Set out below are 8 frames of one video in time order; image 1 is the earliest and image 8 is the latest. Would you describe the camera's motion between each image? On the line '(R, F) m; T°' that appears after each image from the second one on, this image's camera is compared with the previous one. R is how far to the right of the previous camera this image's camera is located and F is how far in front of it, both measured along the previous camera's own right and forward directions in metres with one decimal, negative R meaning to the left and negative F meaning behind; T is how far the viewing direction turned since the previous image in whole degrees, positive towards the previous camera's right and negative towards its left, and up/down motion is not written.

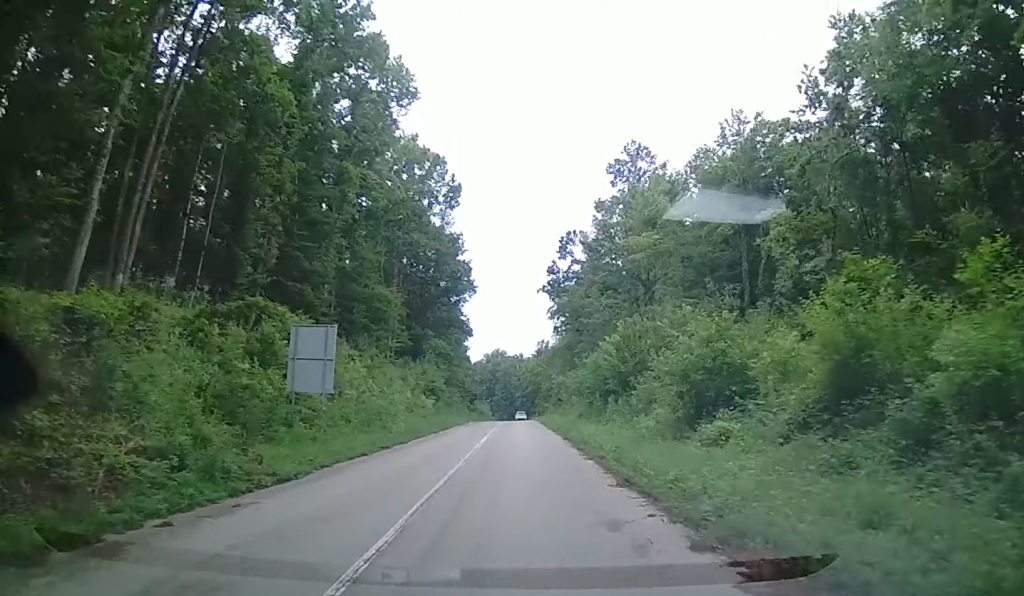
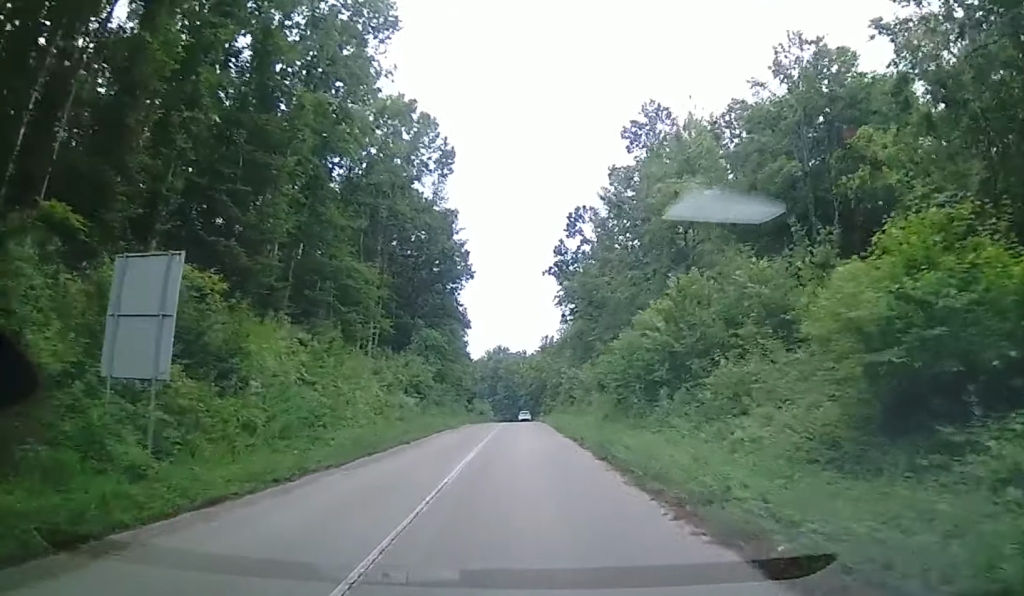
(-0.2, +10.6) m; -1°
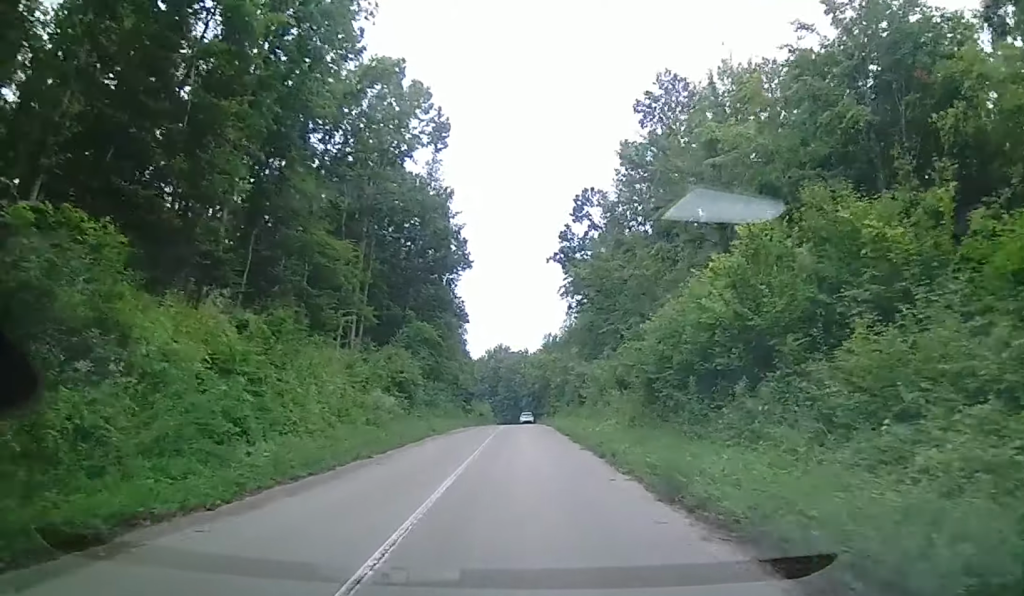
(0.0, +7.1) m; 0°
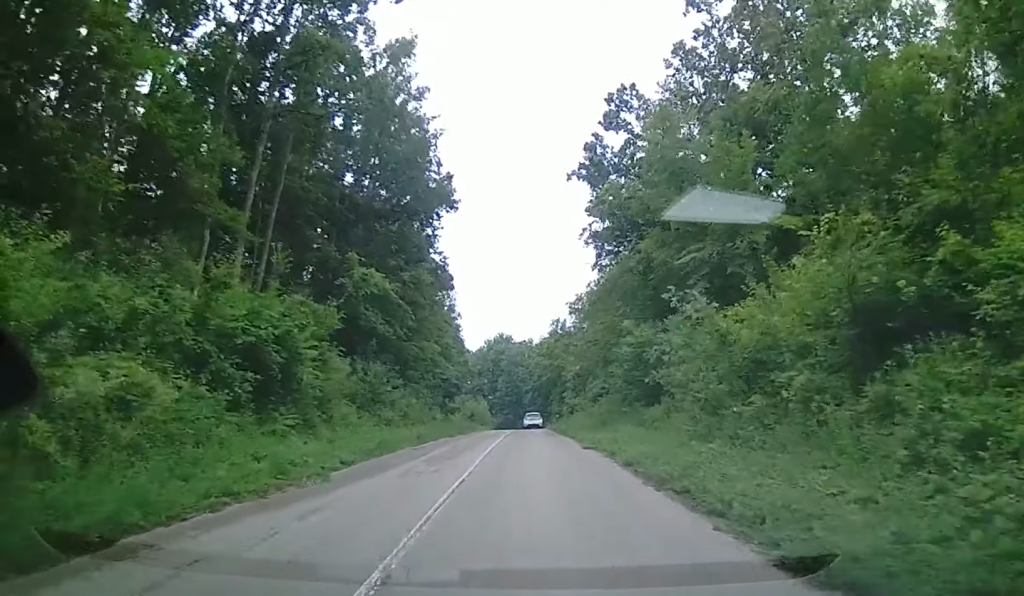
(-0.7, +24.3) m; -3°
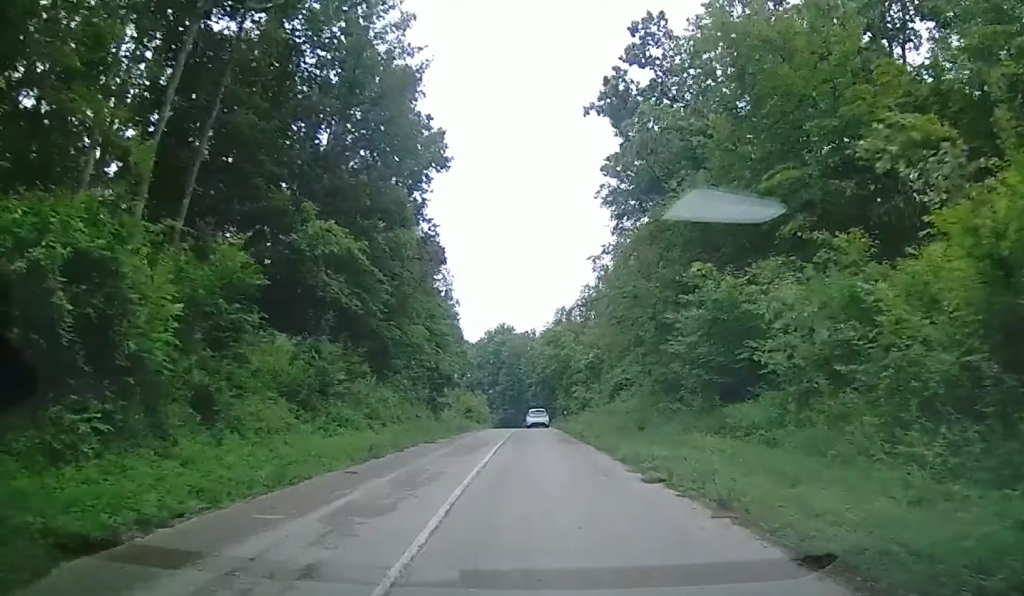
(-0.1, +9.5) m; -1°
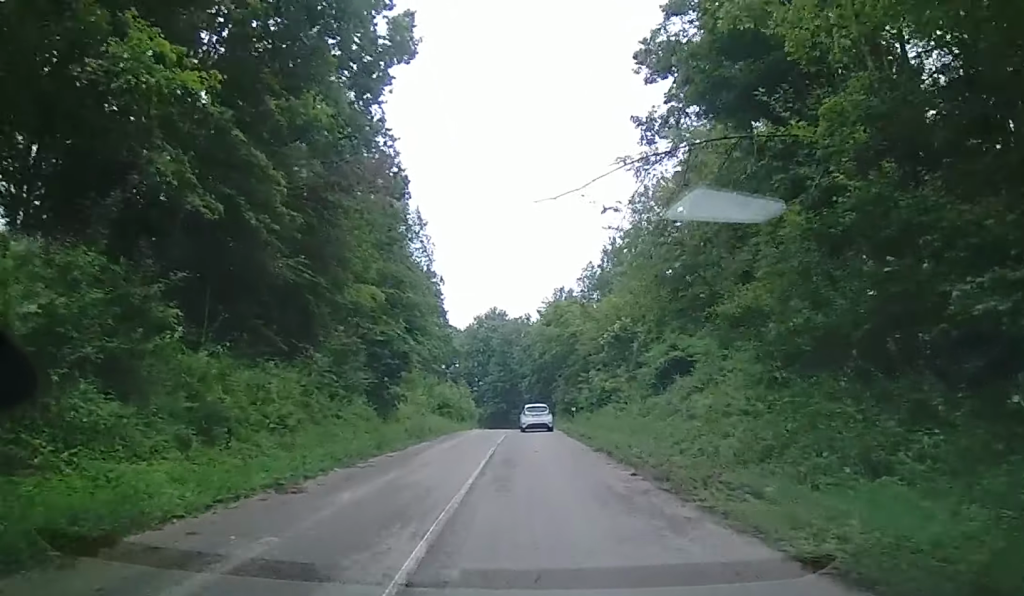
(-0.5, +16.6) m; -3°
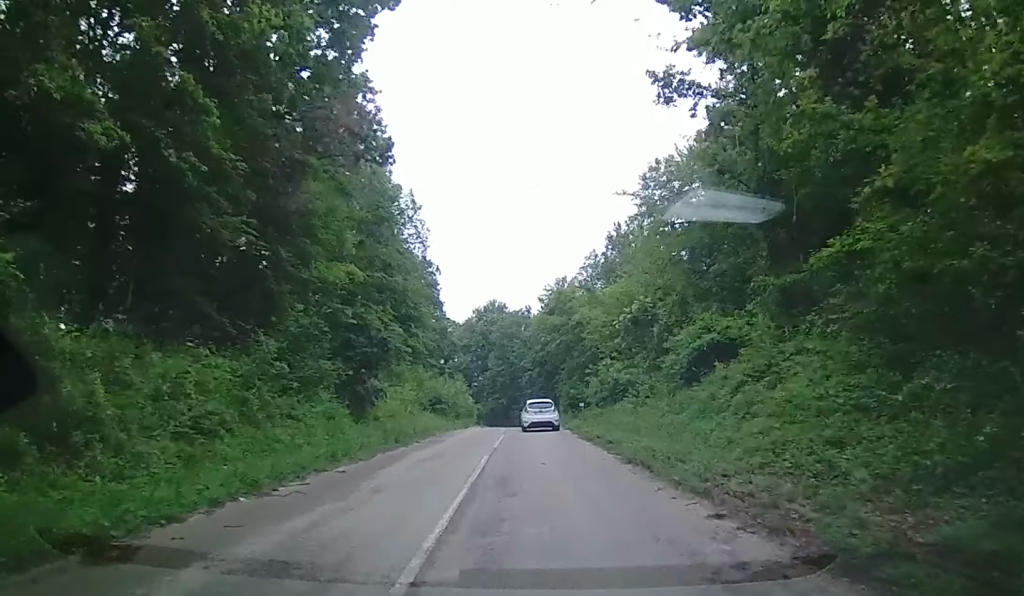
(-0.1, +5.3) m; -1°
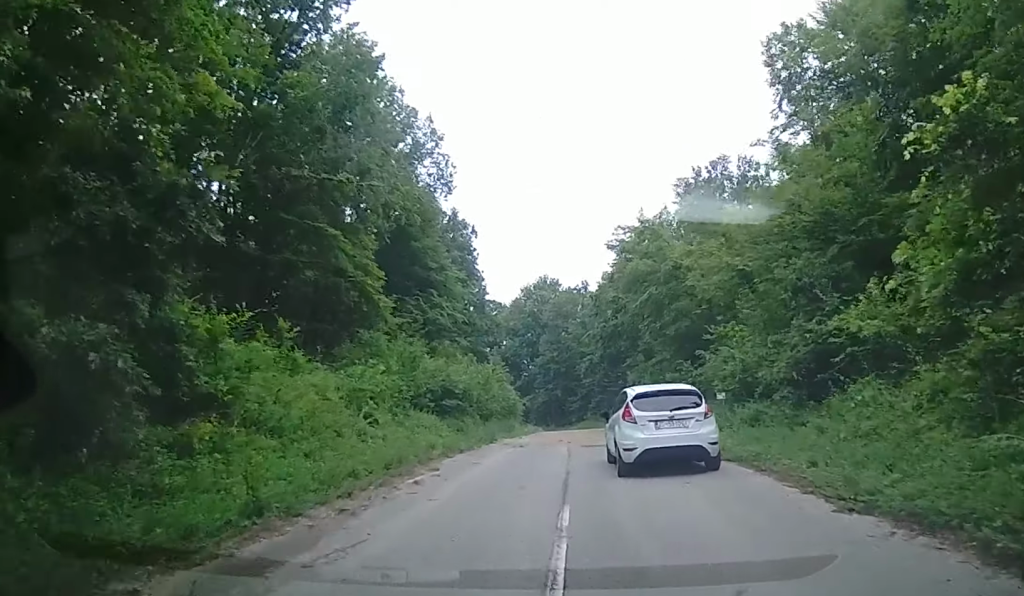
(-0.9, +20.8) m; -4°
